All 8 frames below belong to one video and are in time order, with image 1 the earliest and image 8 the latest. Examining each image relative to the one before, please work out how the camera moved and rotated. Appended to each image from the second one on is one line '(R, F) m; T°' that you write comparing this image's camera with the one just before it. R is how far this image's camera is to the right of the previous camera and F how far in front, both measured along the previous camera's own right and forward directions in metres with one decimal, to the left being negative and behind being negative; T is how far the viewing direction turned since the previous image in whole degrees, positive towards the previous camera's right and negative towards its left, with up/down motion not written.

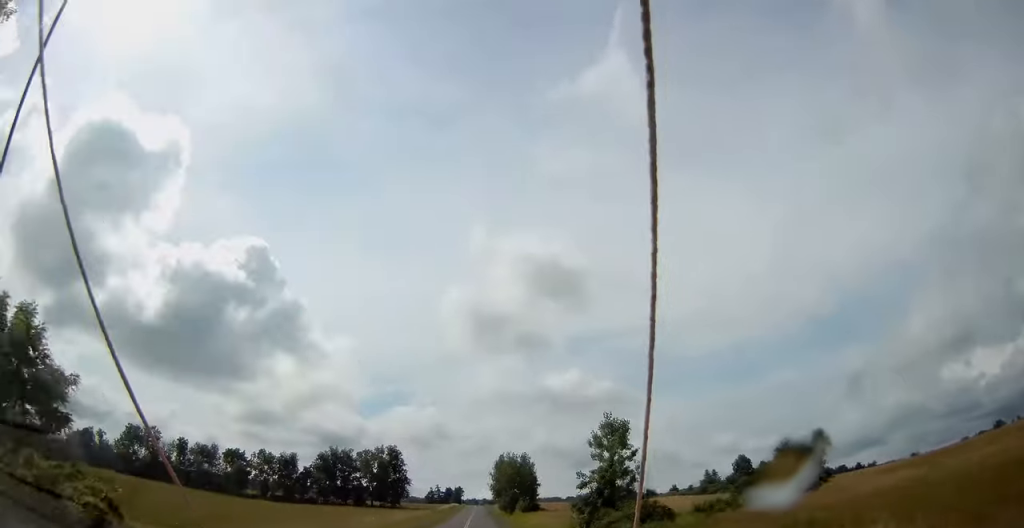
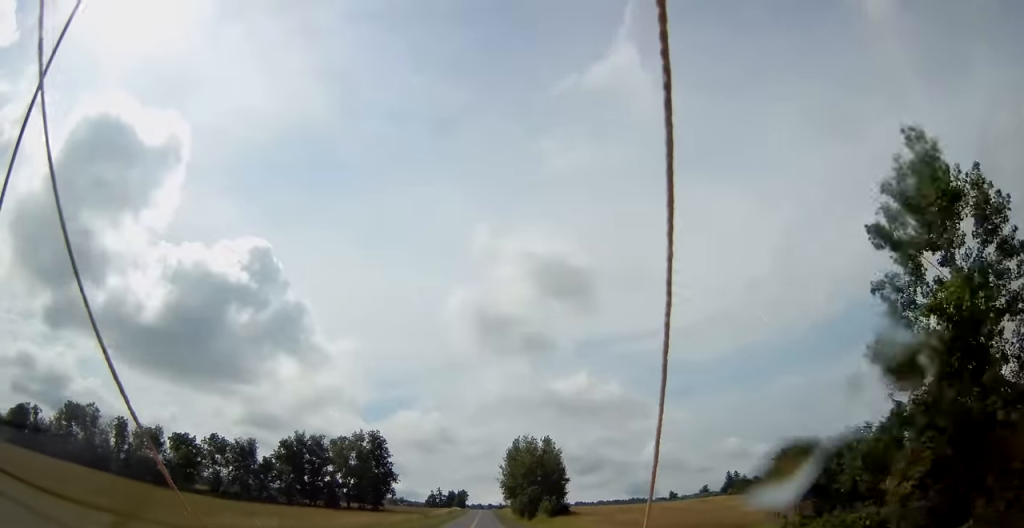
(-0.4, +35.1) m; -1°
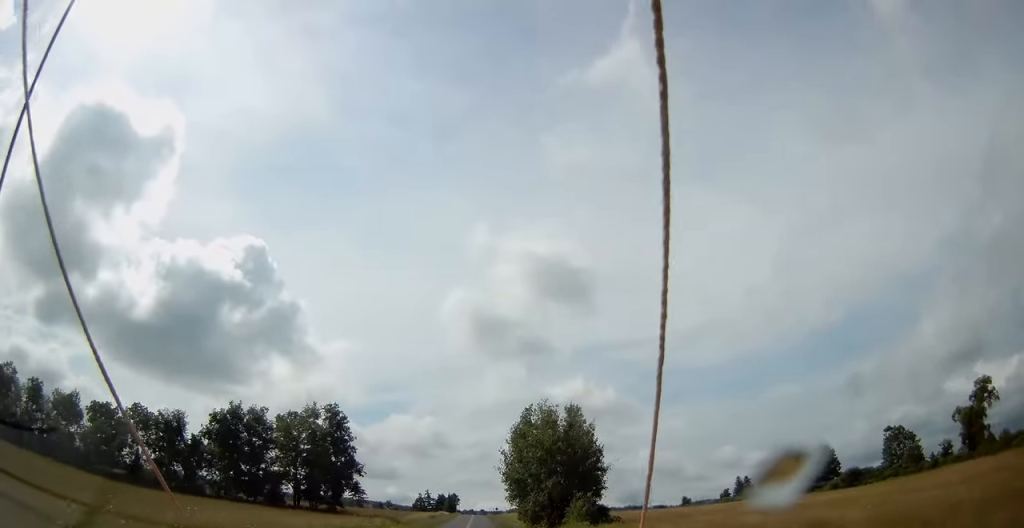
(+0.3, +31.7) m; +2°
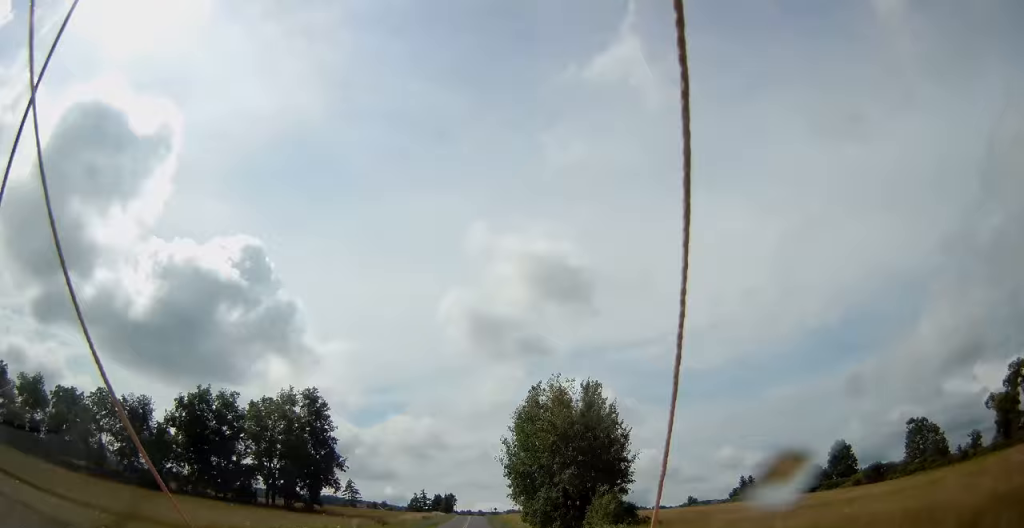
(+0.2, +11.0) m; 0°
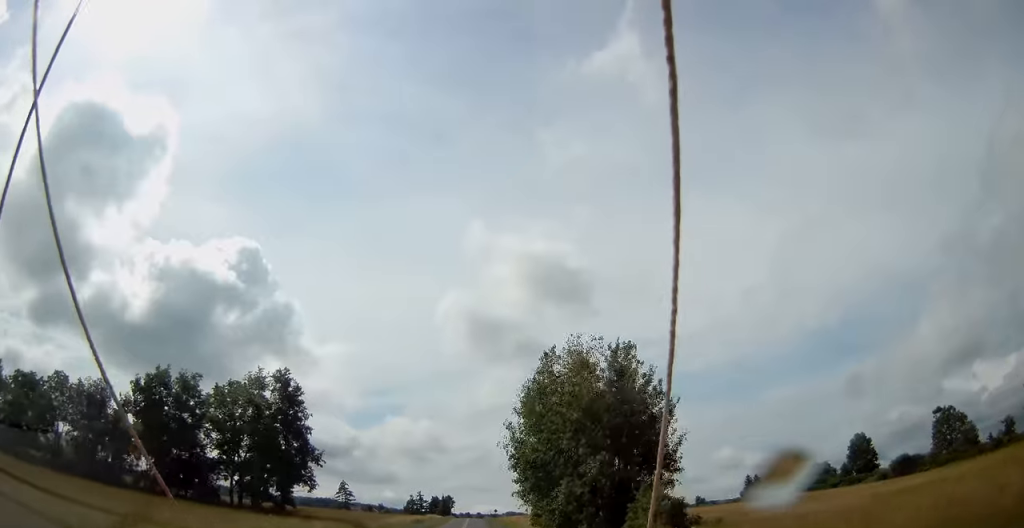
(+0.1, +11.8) m; 0°
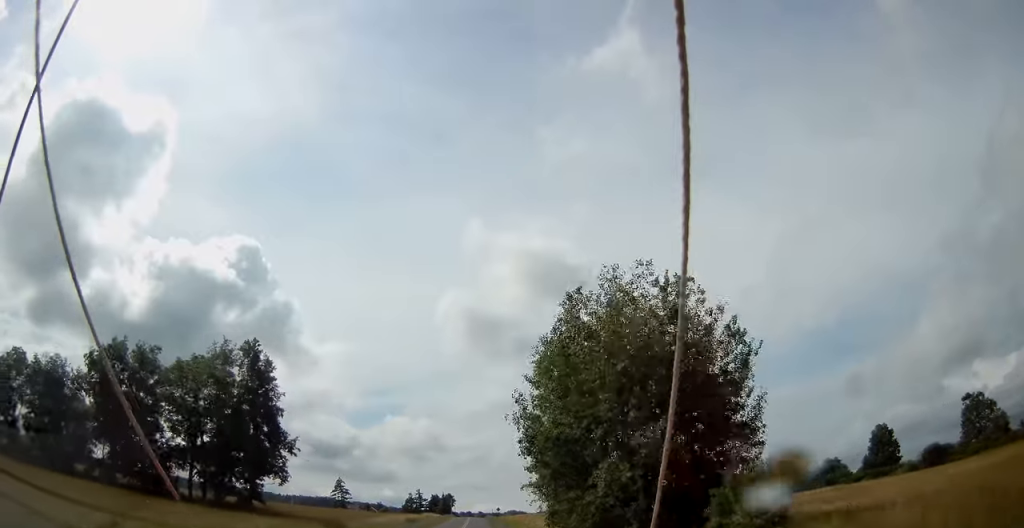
(-0.2, +10.5) m; -1°
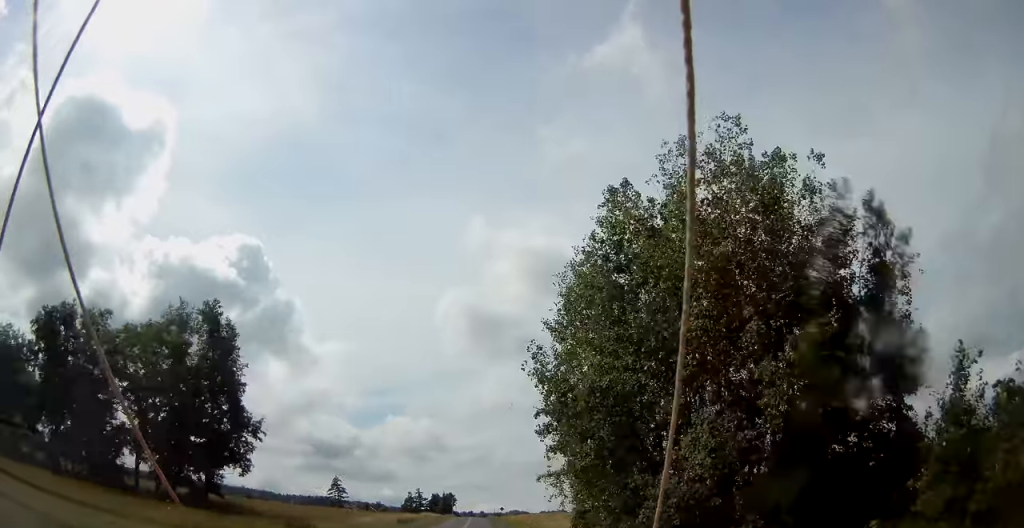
(0.0, +10.5) m; -1°
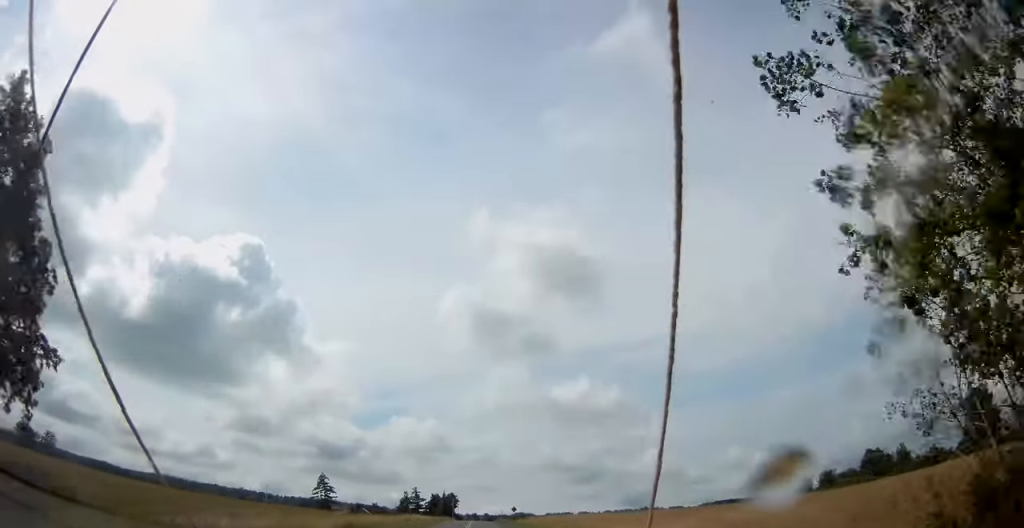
(-0.3, +29.9) m; 0°
